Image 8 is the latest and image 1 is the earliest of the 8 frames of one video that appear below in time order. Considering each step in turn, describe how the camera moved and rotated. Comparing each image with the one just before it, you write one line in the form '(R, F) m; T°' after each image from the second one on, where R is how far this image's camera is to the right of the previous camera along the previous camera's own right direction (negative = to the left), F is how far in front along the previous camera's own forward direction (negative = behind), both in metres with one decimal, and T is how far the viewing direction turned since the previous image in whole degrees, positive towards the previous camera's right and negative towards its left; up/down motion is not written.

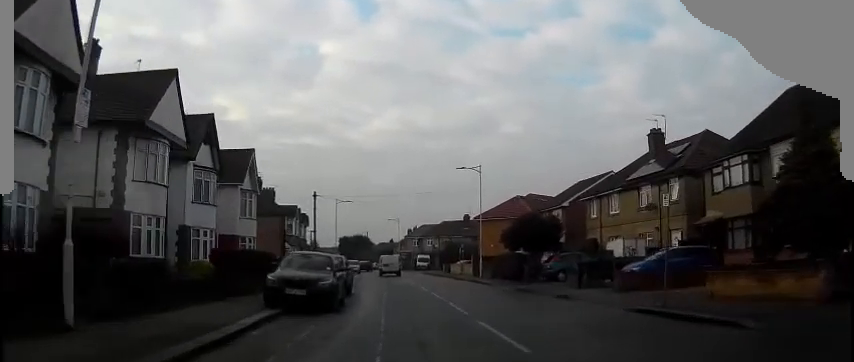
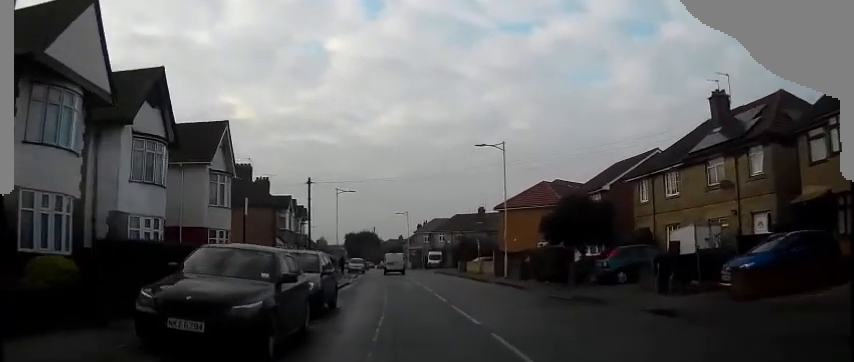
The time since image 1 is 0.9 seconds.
(-0.1, +7.8) m; -1°
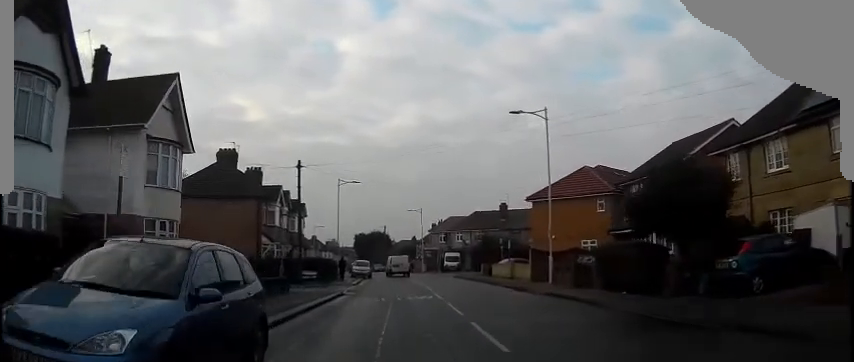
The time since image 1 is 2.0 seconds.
(0.0, +9.4) m; 0°
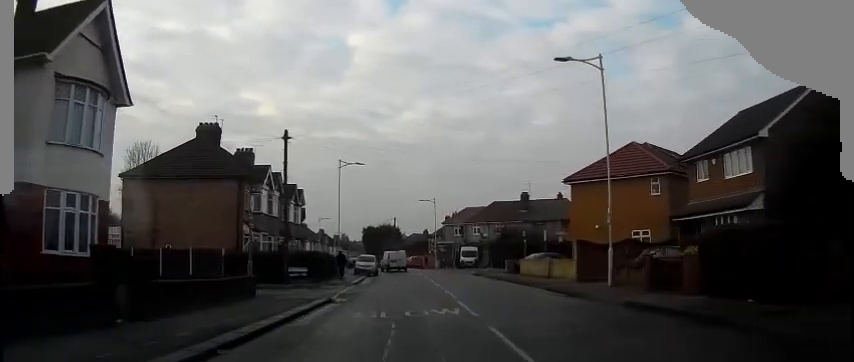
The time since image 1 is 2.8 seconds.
(+0.1, +7.7) m; -1°
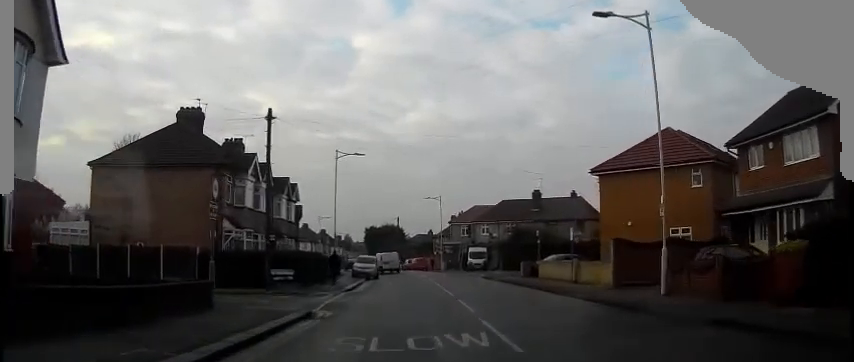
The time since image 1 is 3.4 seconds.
(-0.1, +4.7) m; -1°
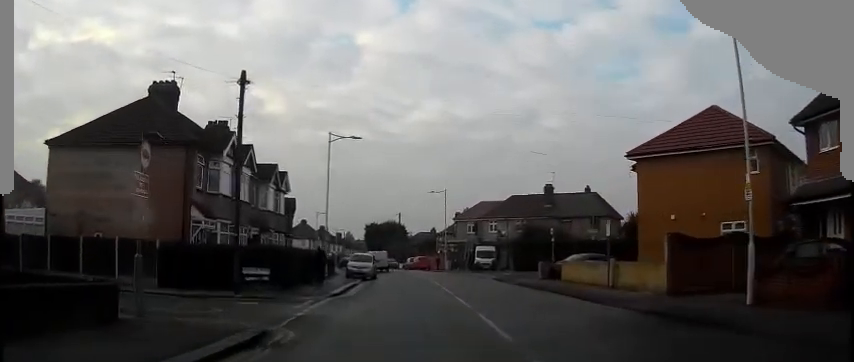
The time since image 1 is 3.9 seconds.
(0.0, +5.1) m; -1°
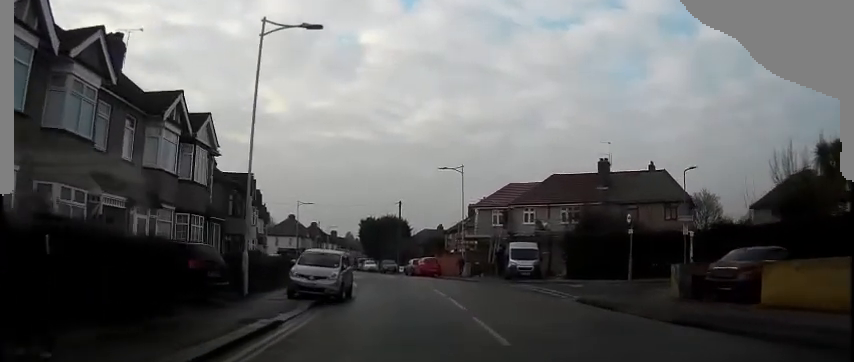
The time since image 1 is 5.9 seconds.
(-0.4, +18.1) m; -1°
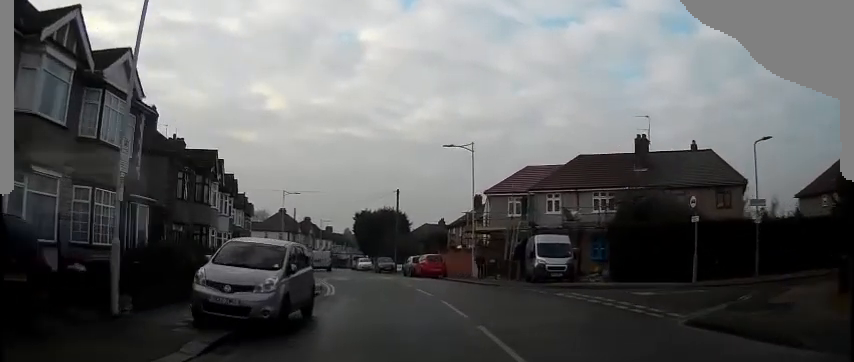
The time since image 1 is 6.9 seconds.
(+0.1, +8.7) m; 0°
